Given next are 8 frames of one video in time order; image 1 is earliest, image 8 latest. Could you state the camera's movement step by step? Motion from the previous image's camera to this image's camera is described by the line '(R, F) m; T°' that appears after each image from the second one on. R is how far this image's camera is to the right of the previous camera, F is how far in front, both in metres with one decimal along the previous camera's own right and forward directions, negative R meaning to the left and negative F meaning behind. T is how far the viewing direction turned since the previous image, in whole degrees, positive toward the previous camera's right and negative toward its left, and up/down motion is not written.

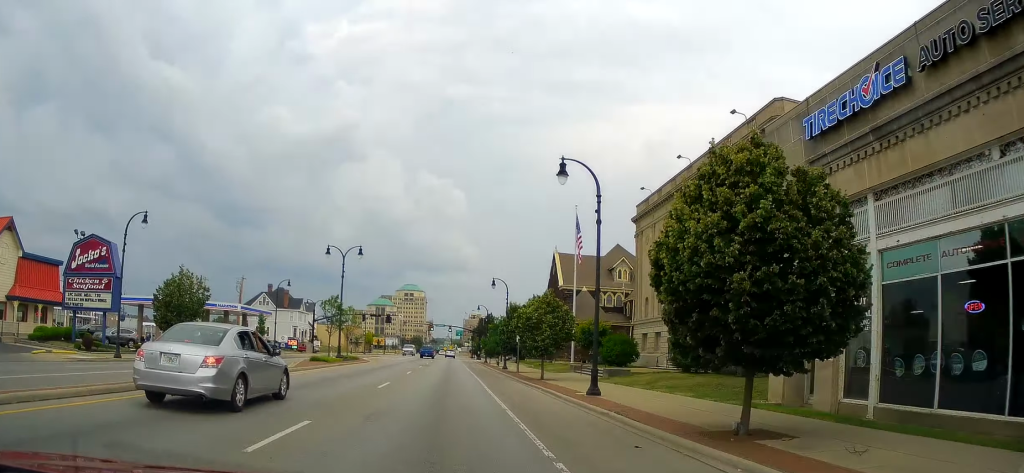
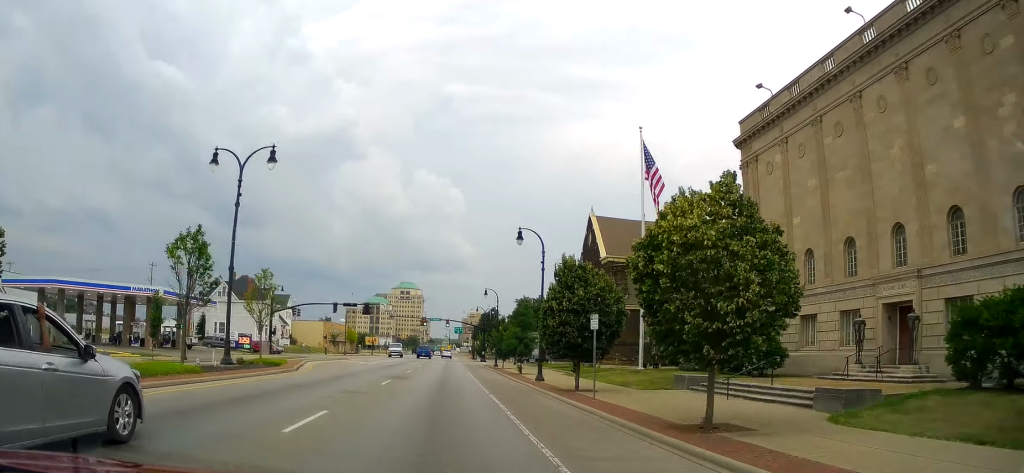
(-0.4, +23.4) m; -1°
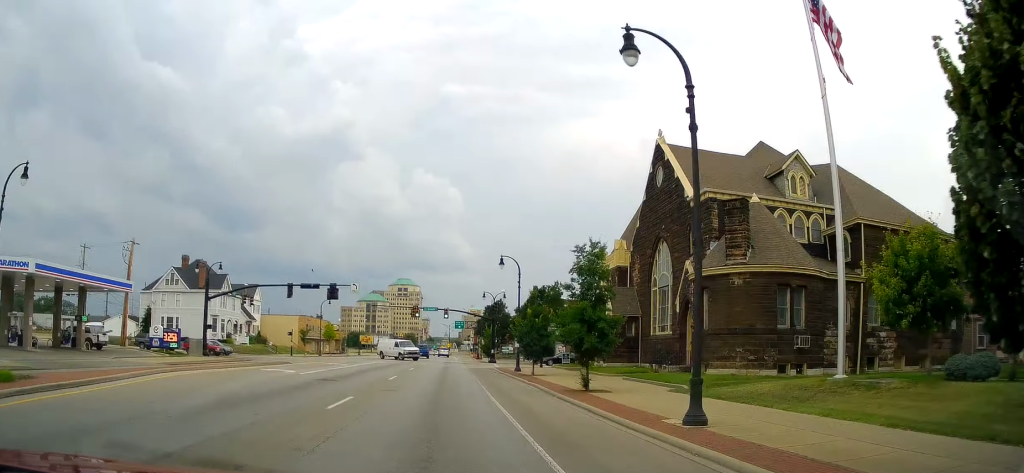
(+0.2, +22.2) m; +2°
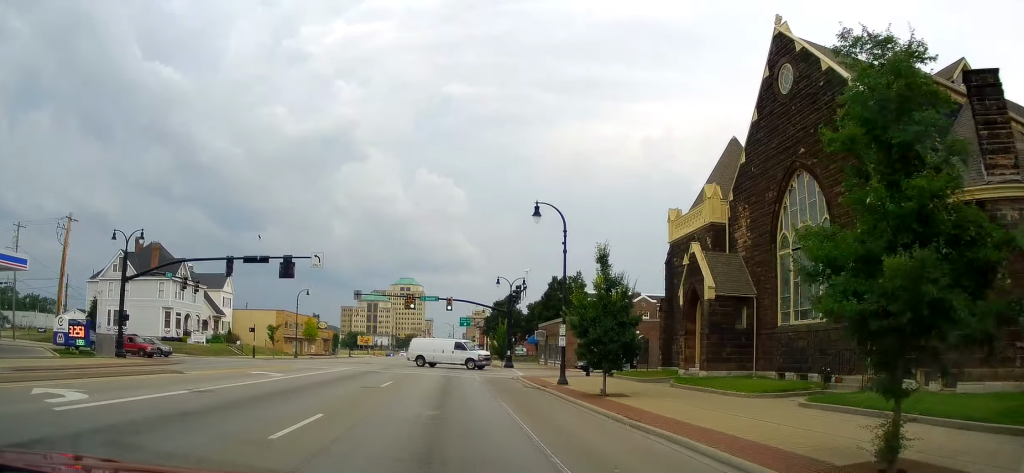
(+0.2, +17.4) m; +1°
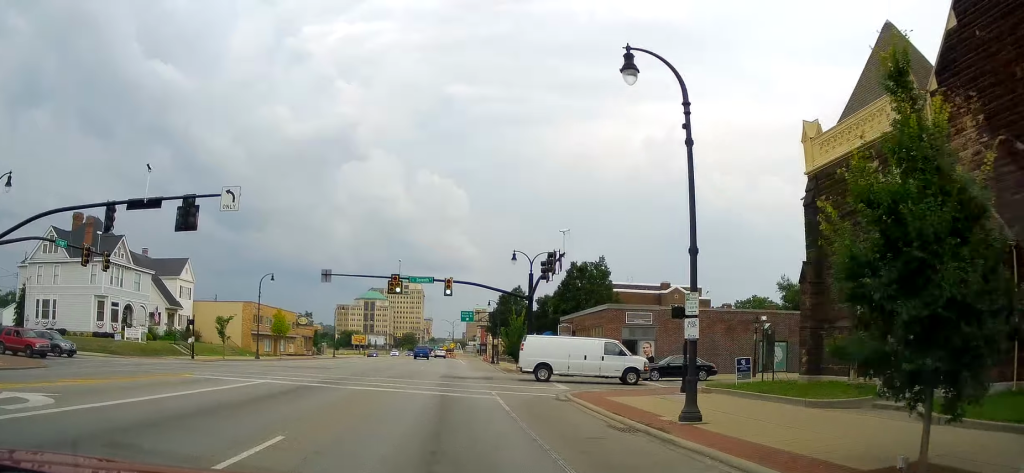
(+0.1, +15.8) m; -2°
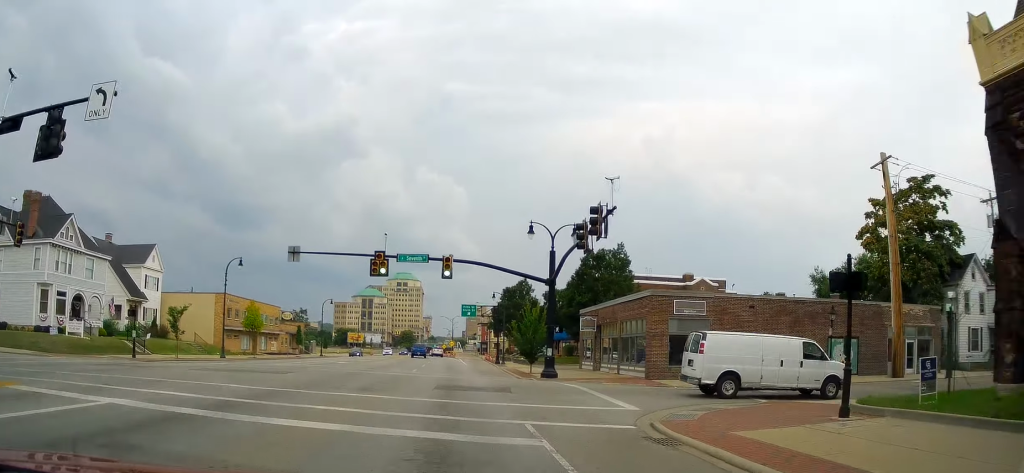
(-0.2, +9.8) m; -1°
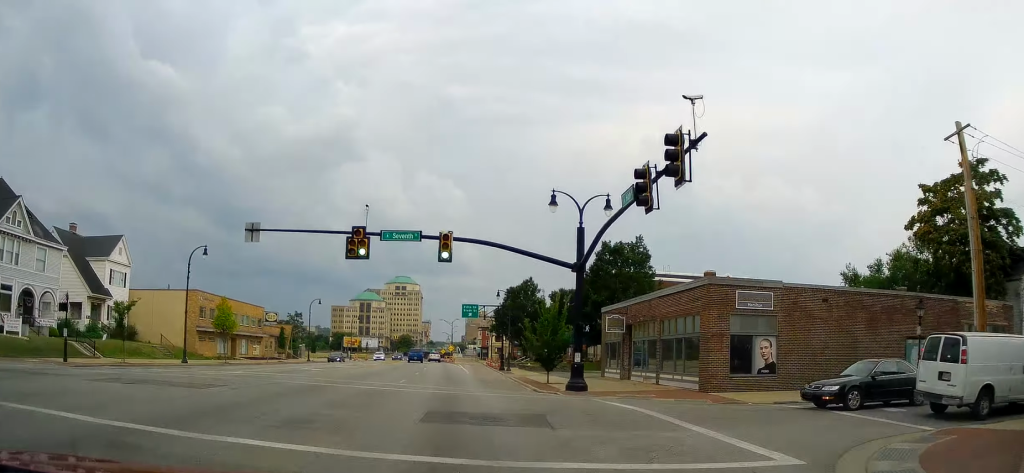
(-0.3, +8.0) m; -1°
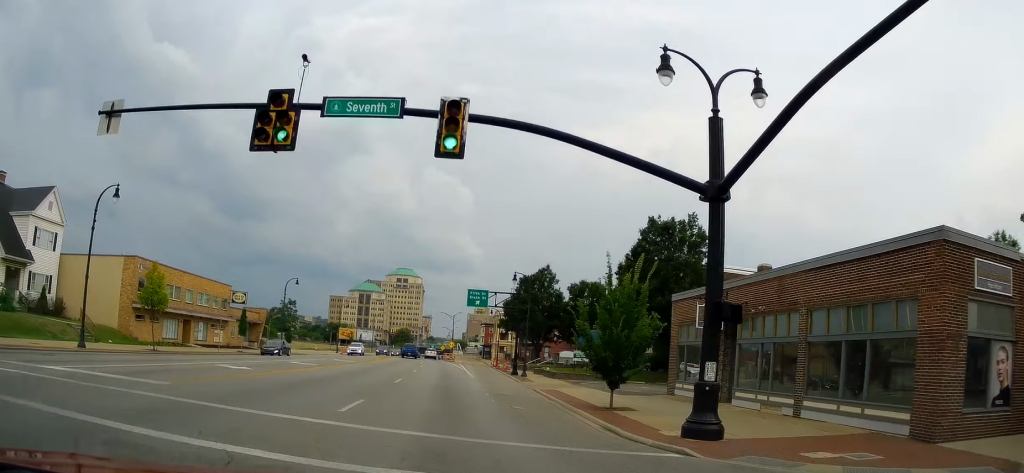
(+0.1, +14.1) m; 0°
